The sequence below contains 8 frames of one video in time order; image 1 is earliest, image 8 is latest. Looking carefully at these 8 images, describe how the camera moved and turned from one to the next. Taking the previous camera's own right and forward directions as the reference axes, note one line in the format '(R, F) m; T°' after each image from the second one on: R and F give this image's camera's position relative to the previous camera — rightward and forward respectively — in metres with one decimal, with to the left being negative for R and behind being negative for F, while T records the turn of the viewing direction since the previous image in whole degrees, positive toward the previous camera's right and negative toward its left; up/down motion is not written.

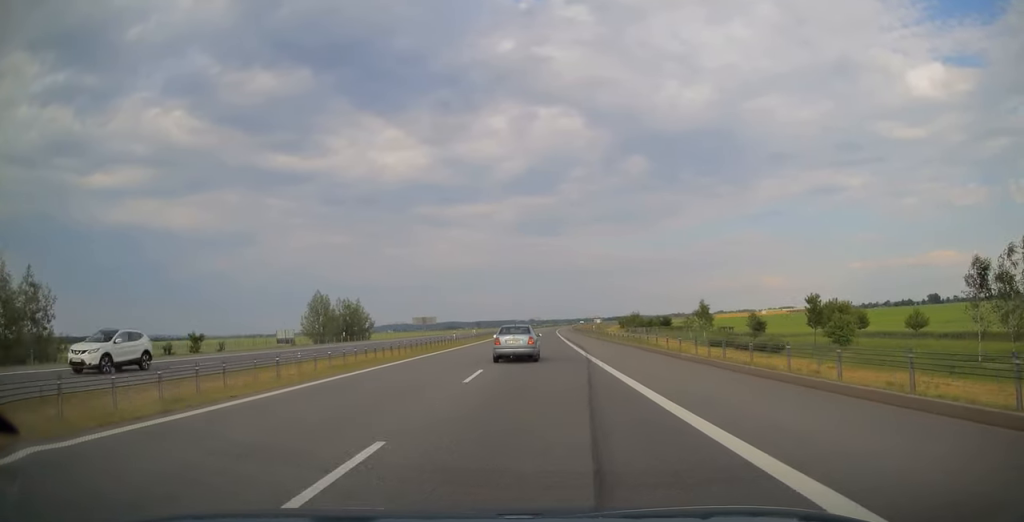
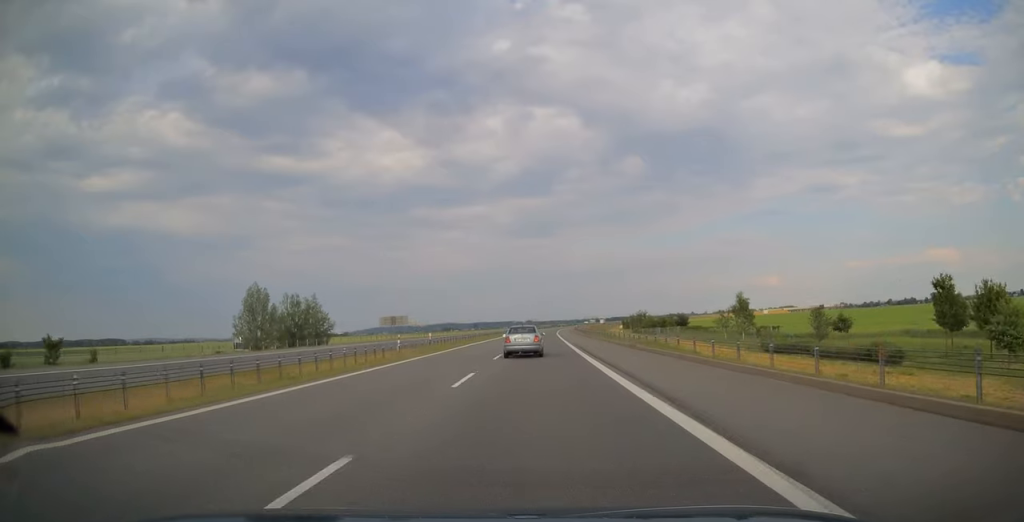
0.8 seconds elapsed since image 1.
(0.0, +24.8) m; 0°
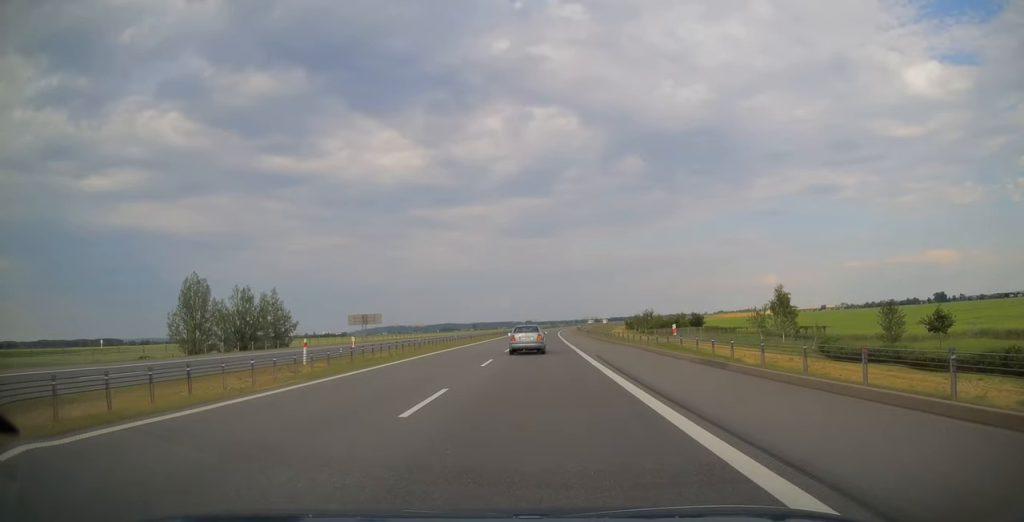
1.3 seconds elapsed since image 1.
(0.0, +16.7) m; 0°
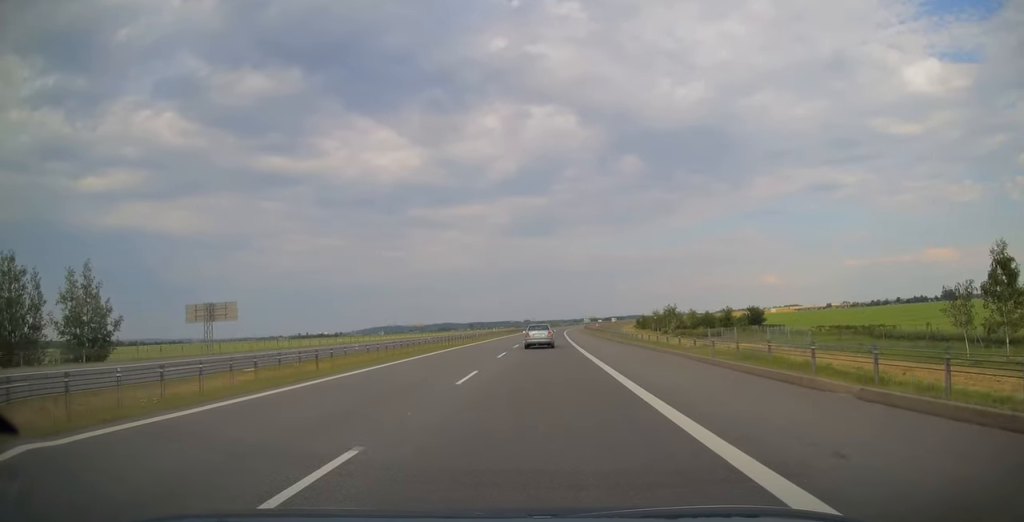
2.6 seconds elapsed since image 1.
(+0.1, +42.7) m; +1°
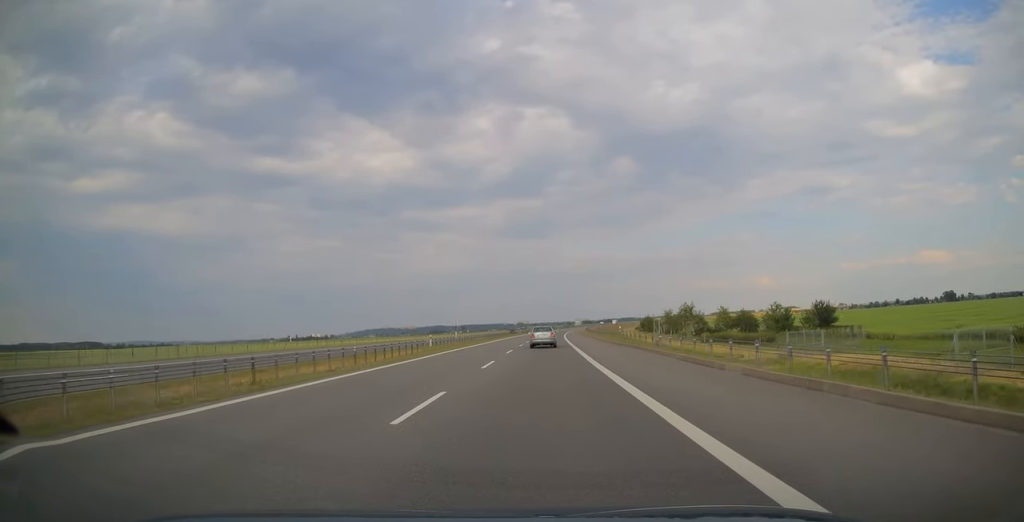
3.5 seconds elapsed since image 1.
(+0.3, +29.8) m; 0°
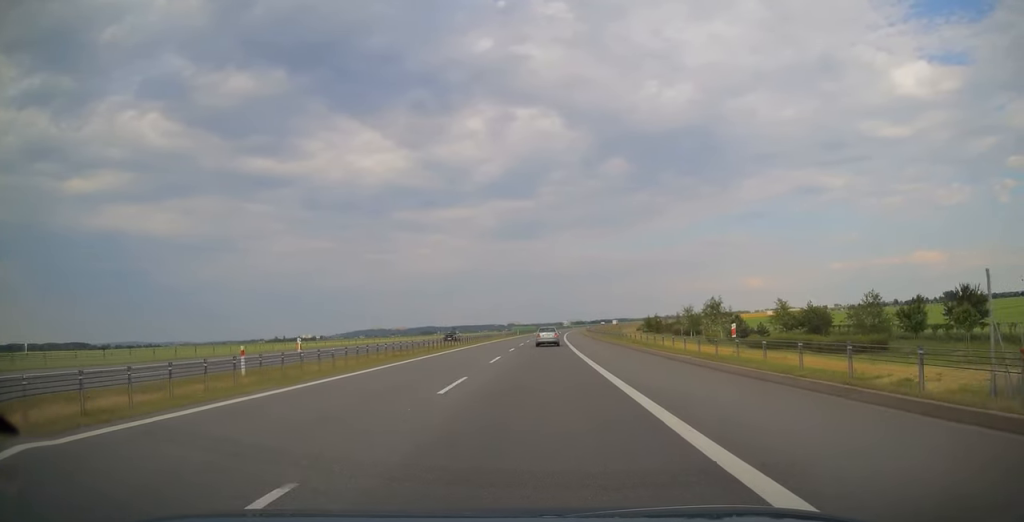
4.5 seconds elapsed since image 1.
(-0.4, +31.9) m; 0°
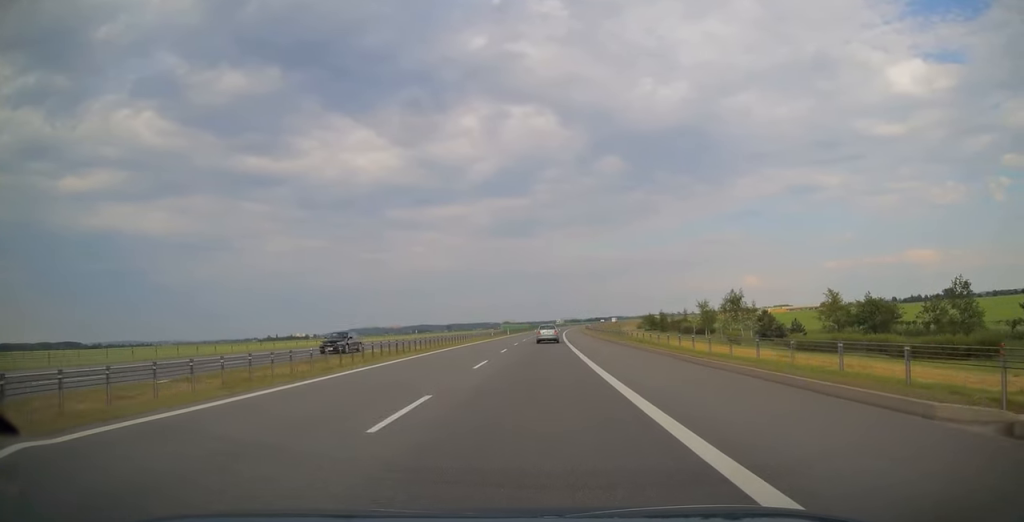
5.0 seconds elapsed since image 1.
(+0.2, +16.8) m; +1°
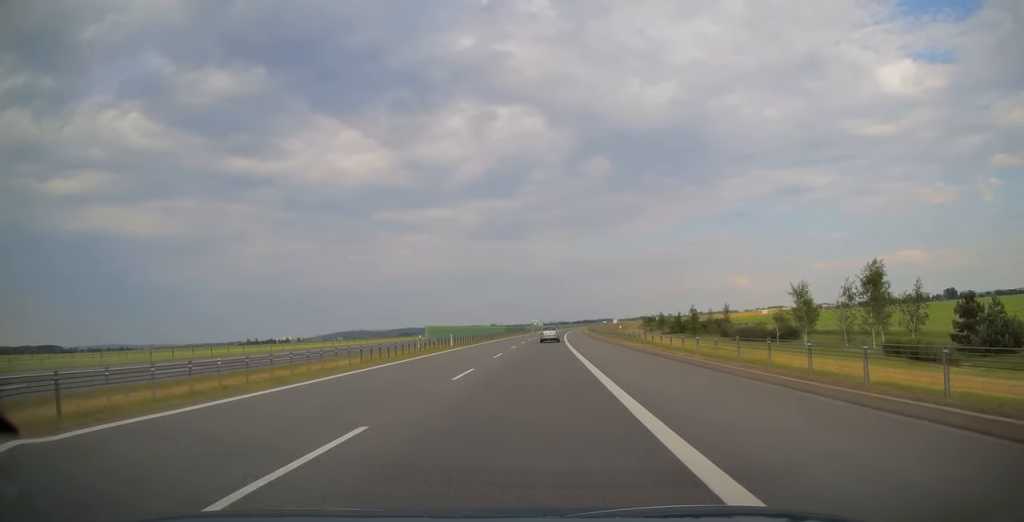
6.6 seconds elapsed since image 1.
(+0.9, +51.8) m; +1°
